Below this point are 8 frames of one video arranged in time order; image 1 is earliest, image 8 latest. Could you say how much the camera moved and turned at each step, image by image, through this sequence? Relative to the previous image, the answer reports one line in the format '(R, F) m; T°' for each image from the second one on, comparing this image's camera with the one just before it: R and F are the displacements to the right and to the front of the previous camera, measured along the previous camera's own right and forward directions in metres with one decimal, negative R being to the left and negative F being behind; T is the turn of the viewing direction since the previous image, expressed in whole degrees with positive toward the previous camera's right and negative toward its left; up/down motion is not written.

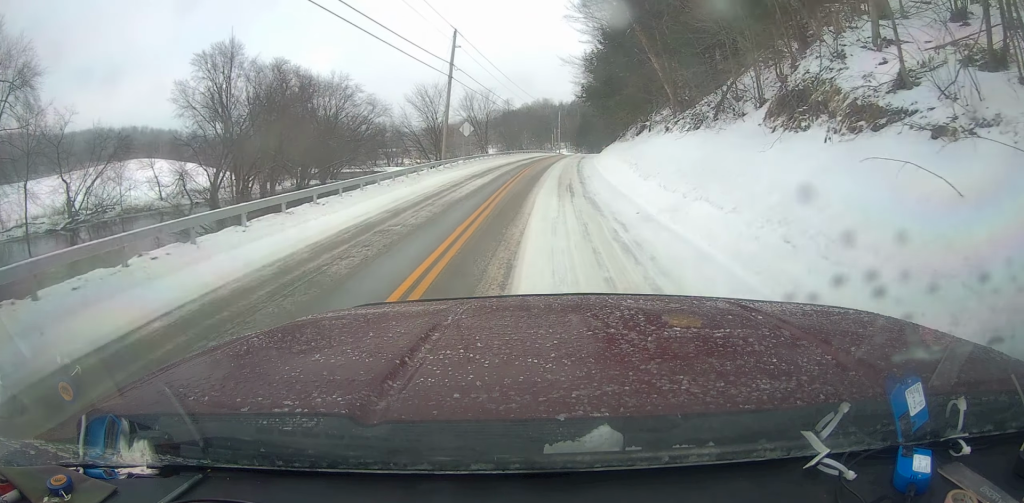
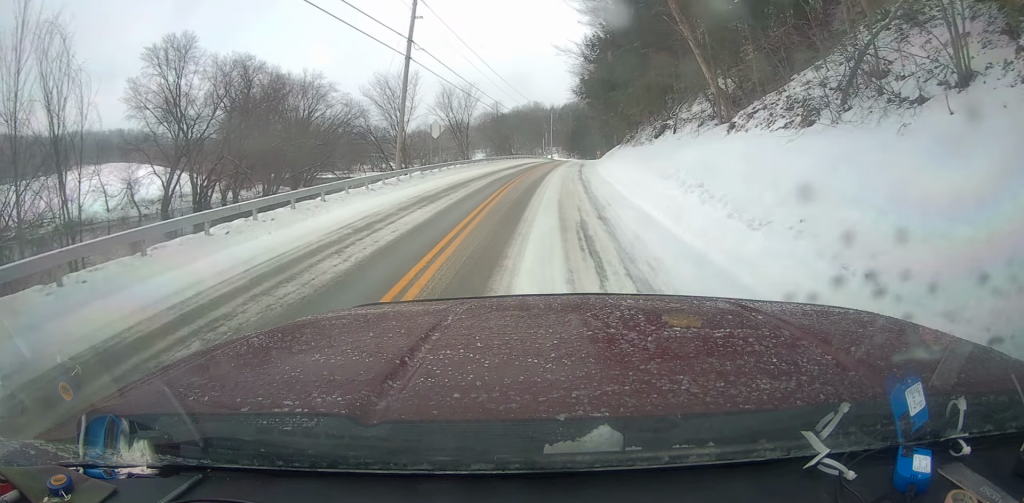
(-0.2, +10.5) m; +1°
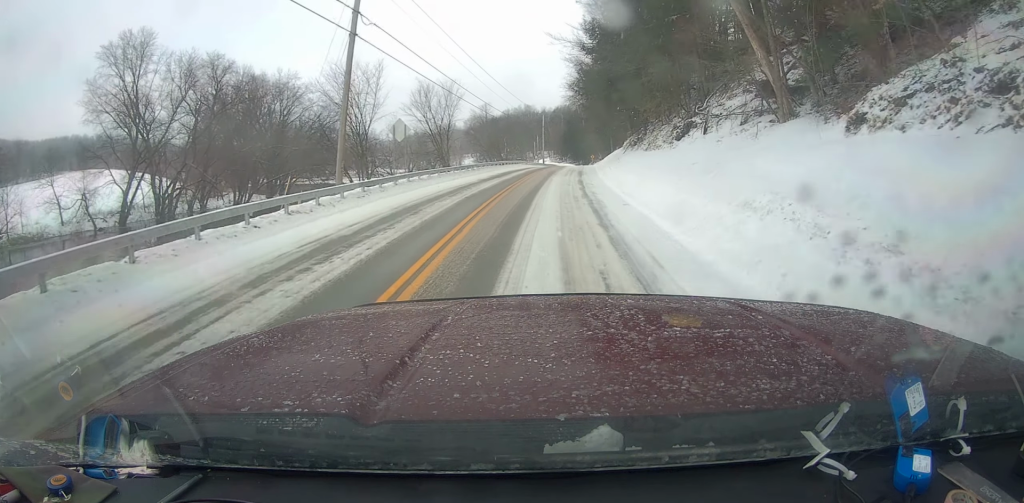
(-0.3, +7.6) m; +1°
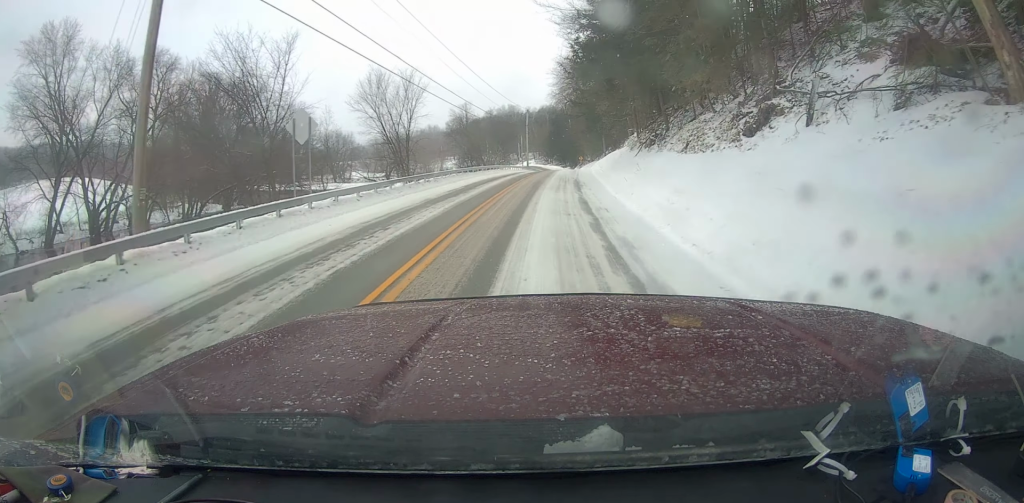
(+0.6, +11.1) m; +2°
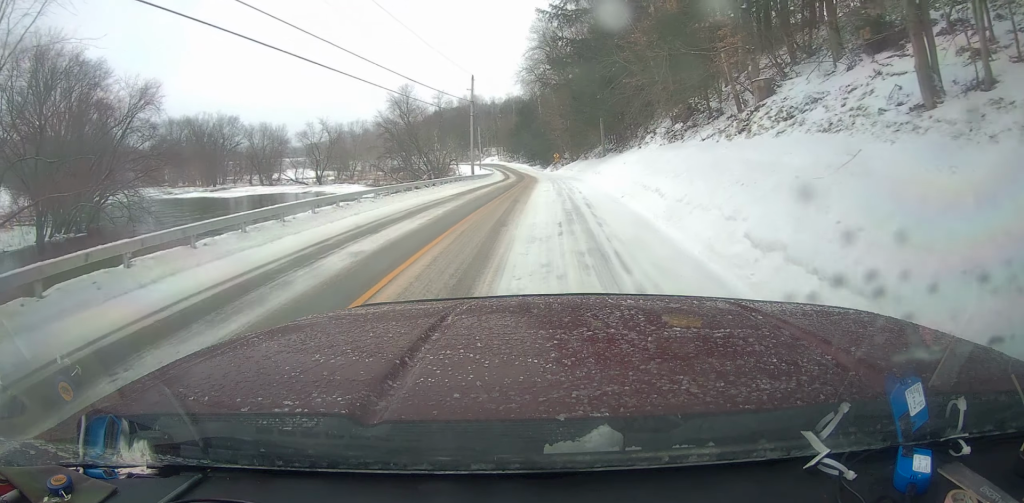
(+0.8, +36.7) m; +3°
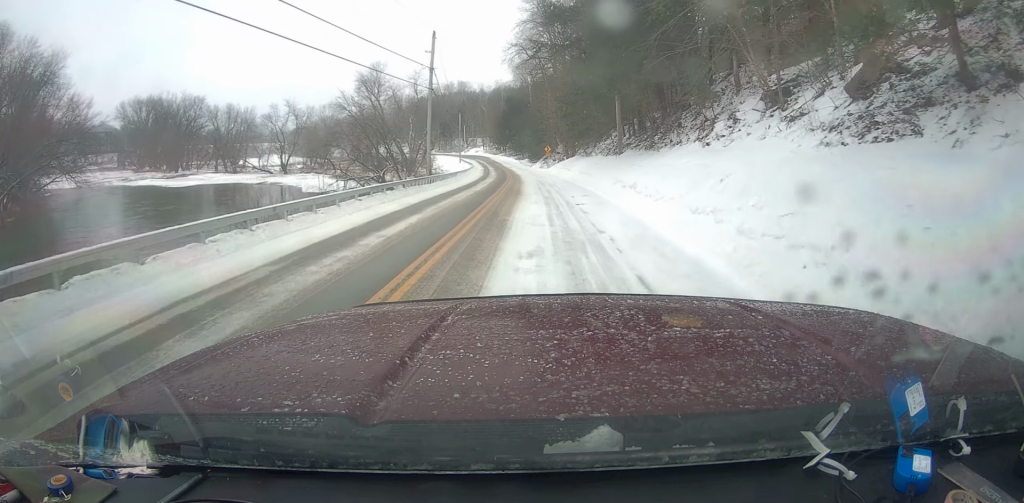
(+0.5, +15.8) m; 0°
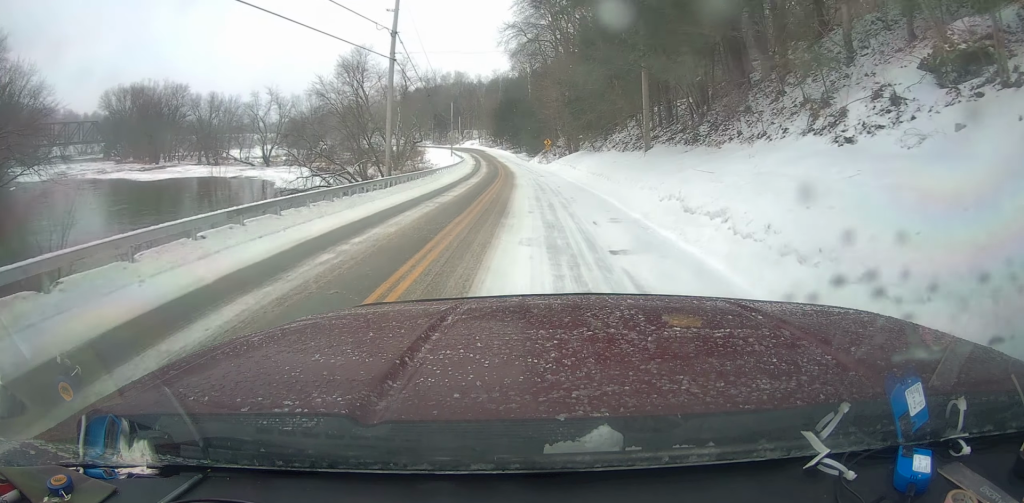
(-0.3, +9.3) m; 0°
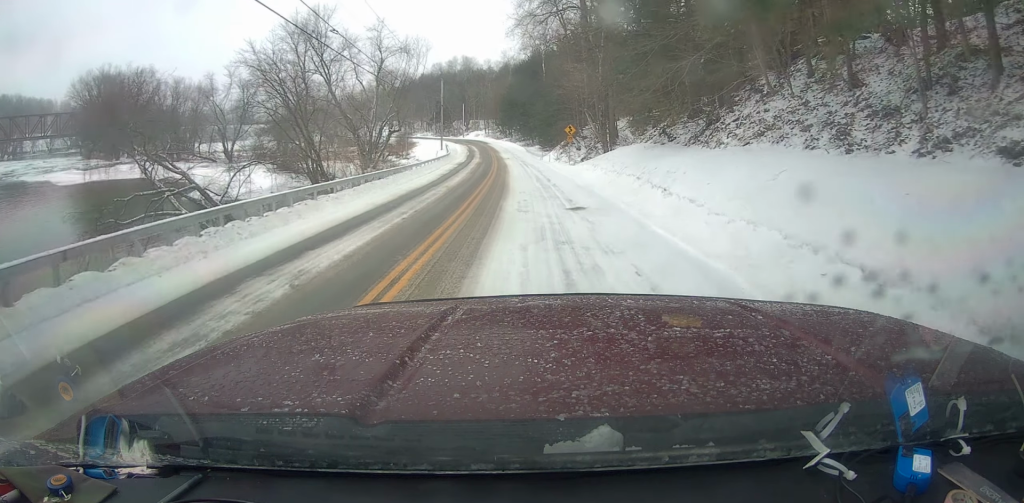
(+0.2, +24.5) m; -1°
